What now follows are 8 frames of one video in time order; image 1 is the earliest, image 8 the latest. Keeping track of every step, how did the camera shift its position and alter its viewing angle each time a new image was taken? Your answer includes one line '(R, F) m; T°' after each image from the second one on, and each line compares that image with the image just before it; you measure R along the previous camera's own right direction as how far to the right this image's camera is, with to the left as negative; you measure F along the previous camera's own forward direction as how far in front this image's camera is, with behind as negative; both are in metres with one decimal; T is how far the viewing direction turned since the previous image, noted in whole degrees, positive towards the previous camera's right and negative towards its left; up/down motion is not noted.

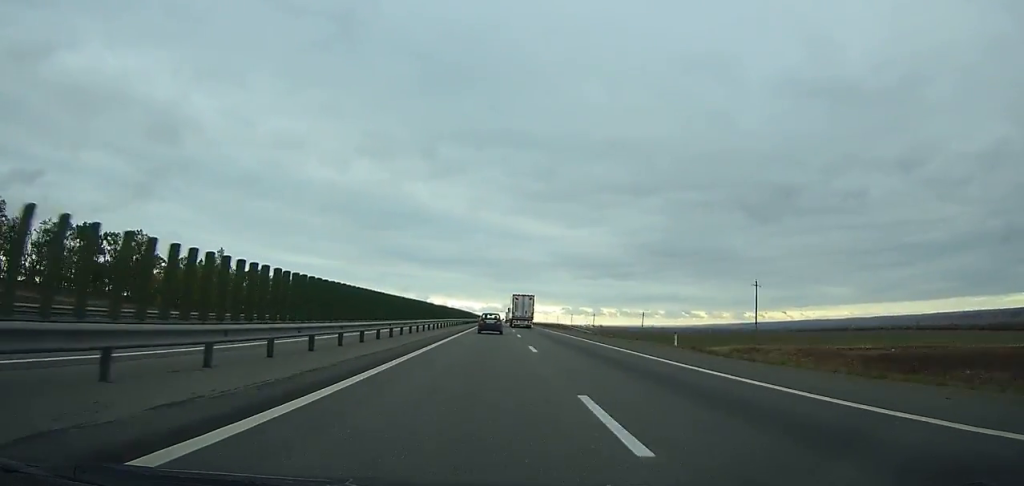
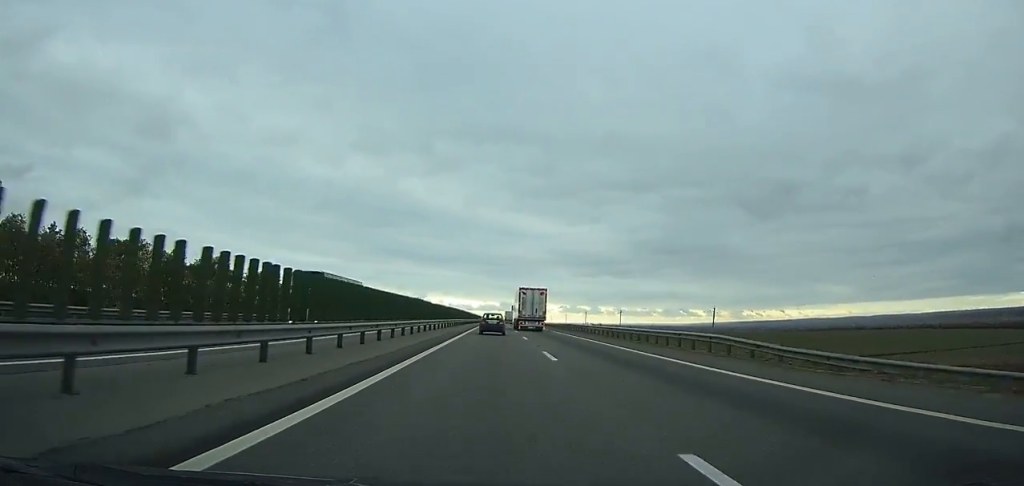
(0.0, +48.8) m; 0°
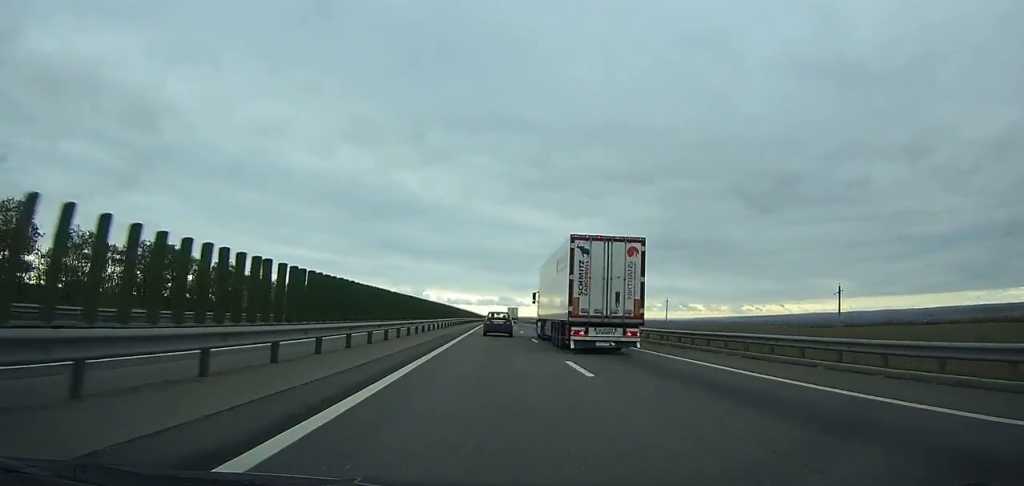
(+0.5, +111.9) m; 0°
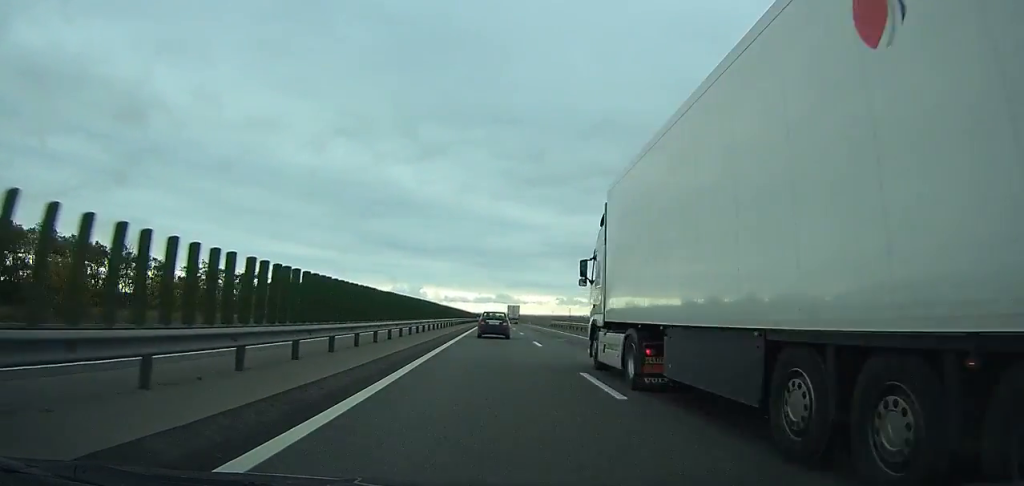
(-0.2, +65.5) m; 0°
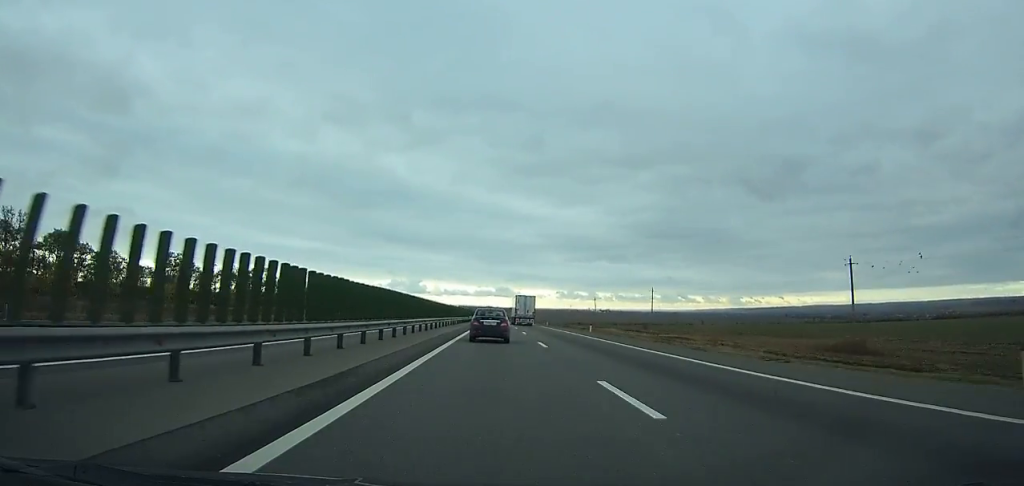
(+0.5, +143.9) m; 0°
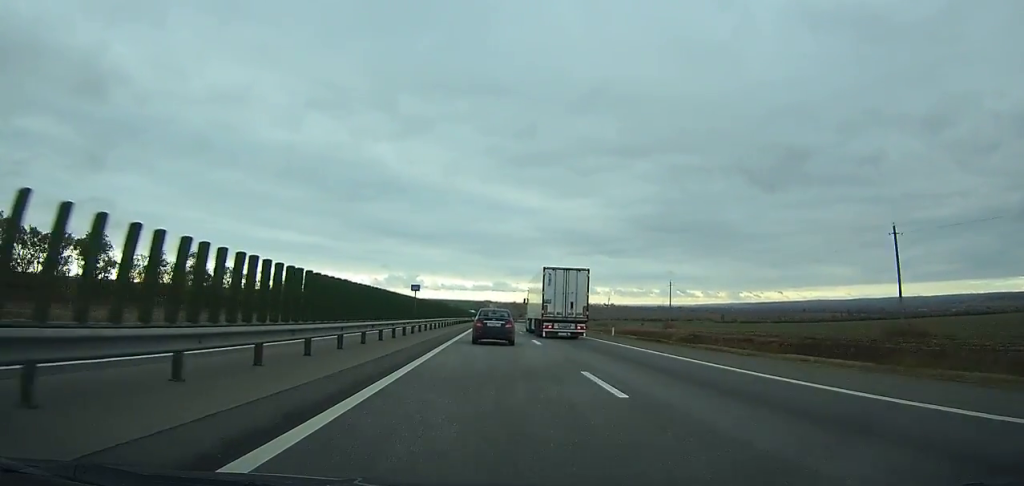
(+0.3, +161.9) m; 0°
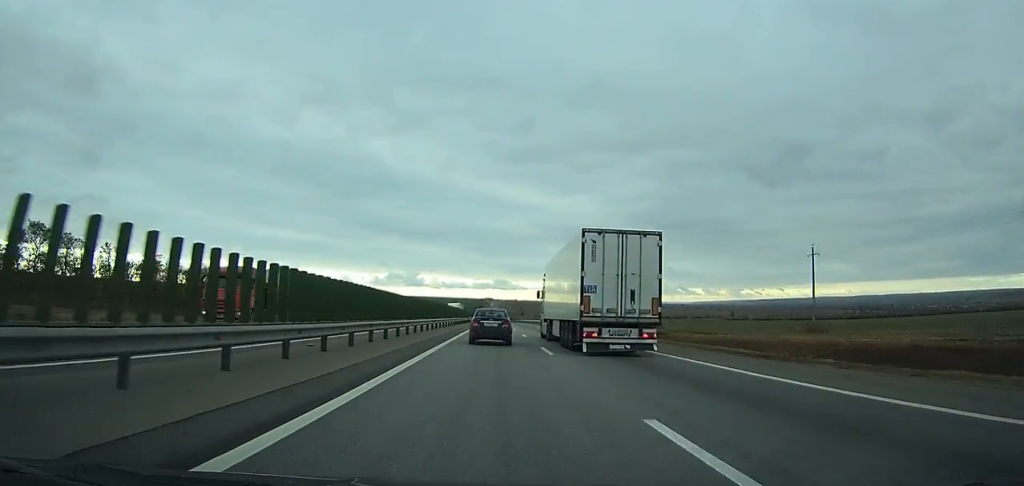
(-0.2, +55.5) m; 0°
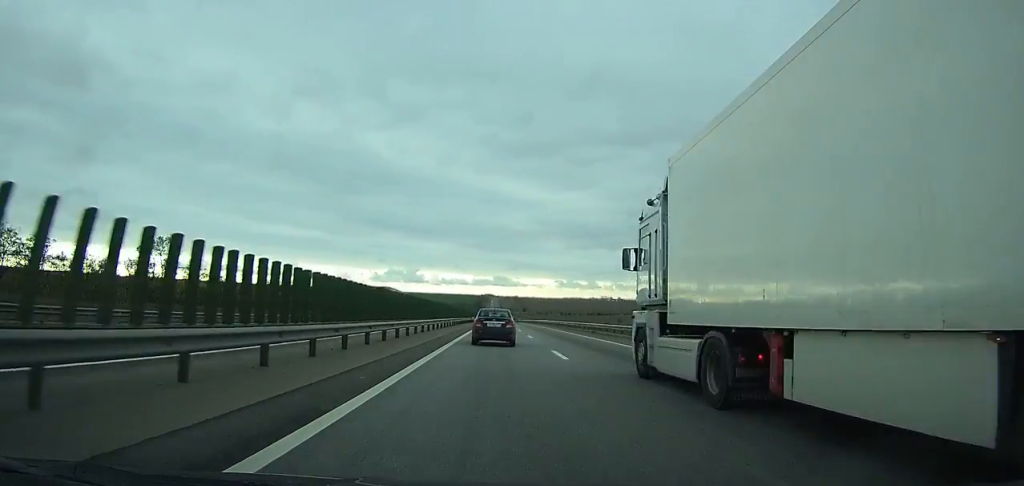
(-0.1, +86.0) m; 0°
